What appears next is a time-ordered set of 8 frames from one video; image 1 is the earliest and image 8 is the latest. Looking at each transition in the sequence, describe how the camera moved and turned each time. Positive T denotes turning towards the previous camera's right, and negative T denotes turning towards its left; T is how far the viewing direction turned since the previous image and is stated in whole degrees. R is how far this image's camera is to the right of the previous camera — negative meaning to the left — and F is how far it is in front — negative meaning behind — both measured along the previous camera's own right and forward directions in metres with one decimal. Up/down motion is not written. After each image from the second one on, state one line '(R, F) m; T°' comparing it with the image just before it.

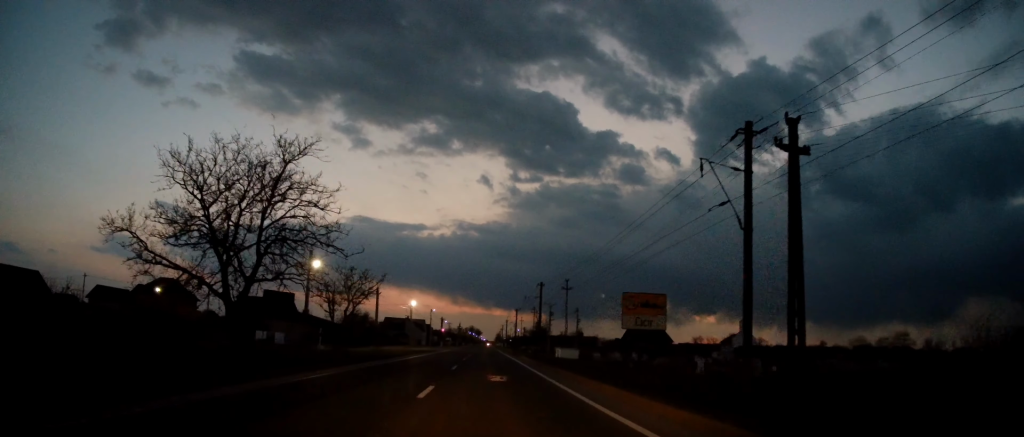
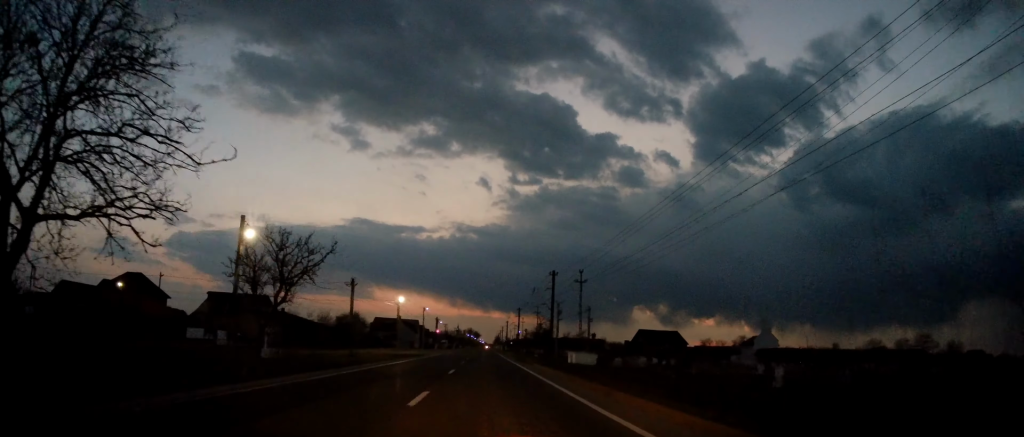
(0.0, +12.9) m; 0°
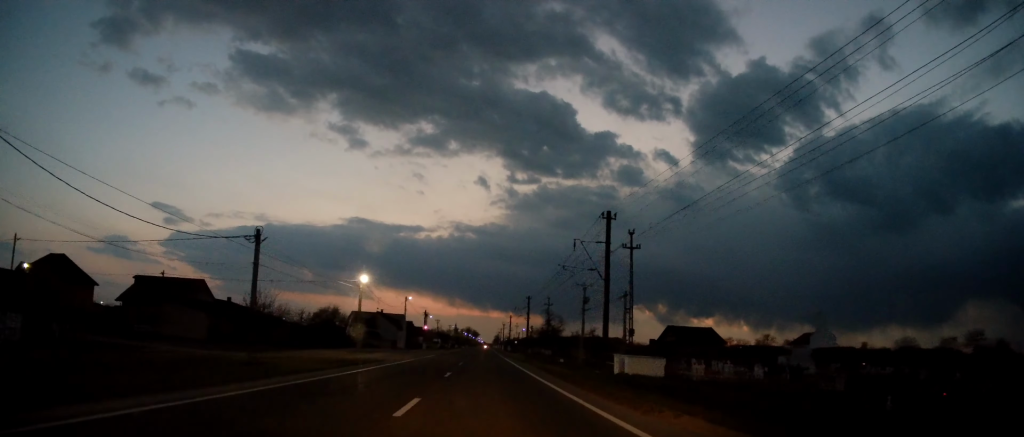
(0.0, +24.9) m; 0°
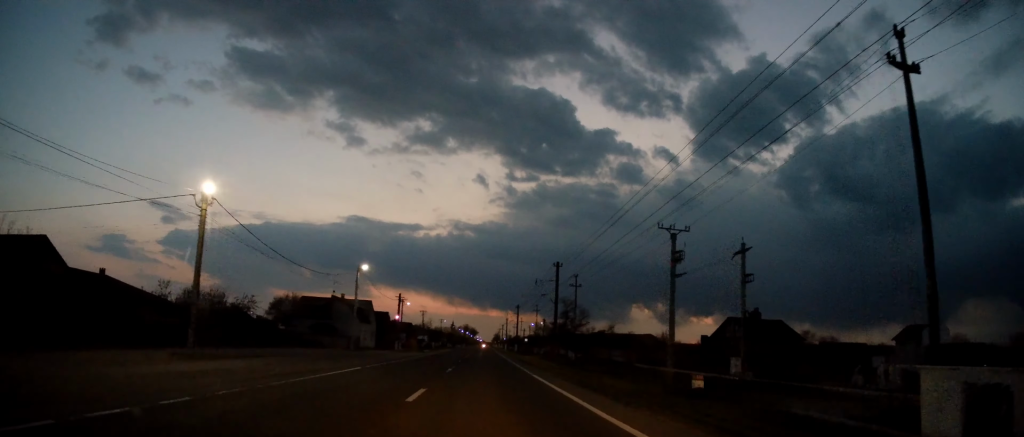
(0.0, +33.3) m; 0°
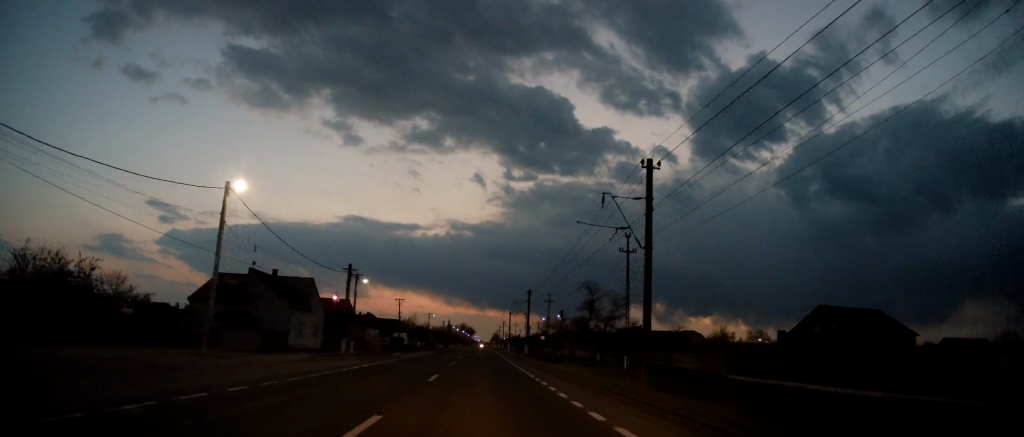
(0.0, +28.8) m; 0°
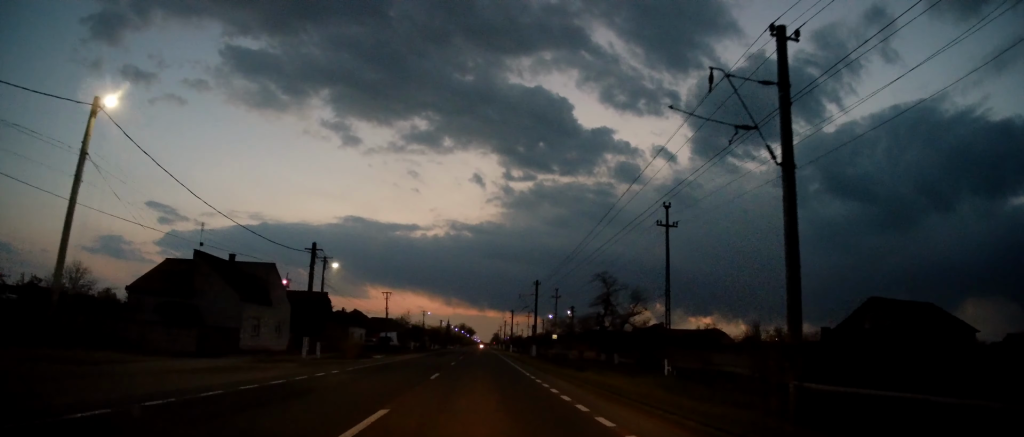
(0.0, +10.8) m; 0°
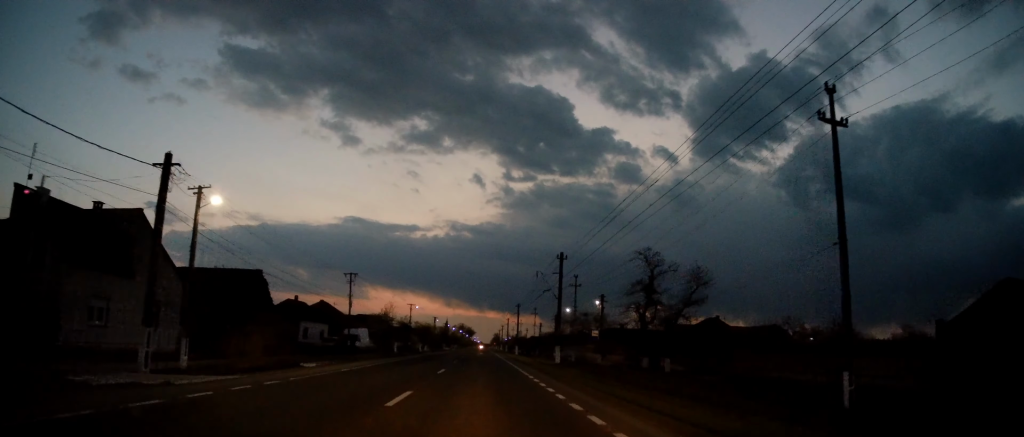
(0.0, +19.8) m; 0°
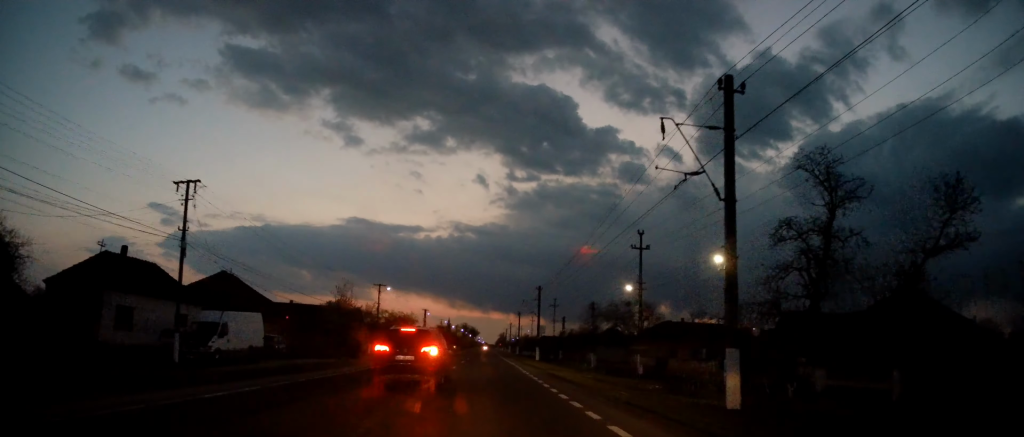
(0.0, +30.8) m; -1°
